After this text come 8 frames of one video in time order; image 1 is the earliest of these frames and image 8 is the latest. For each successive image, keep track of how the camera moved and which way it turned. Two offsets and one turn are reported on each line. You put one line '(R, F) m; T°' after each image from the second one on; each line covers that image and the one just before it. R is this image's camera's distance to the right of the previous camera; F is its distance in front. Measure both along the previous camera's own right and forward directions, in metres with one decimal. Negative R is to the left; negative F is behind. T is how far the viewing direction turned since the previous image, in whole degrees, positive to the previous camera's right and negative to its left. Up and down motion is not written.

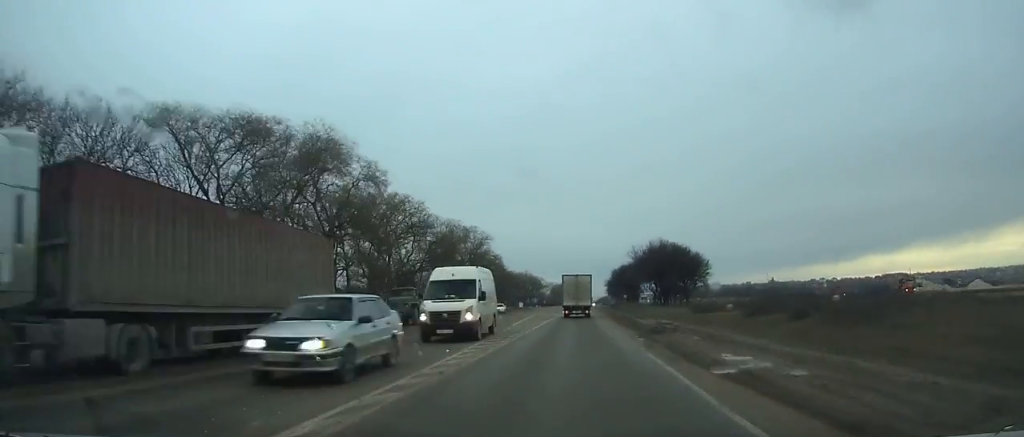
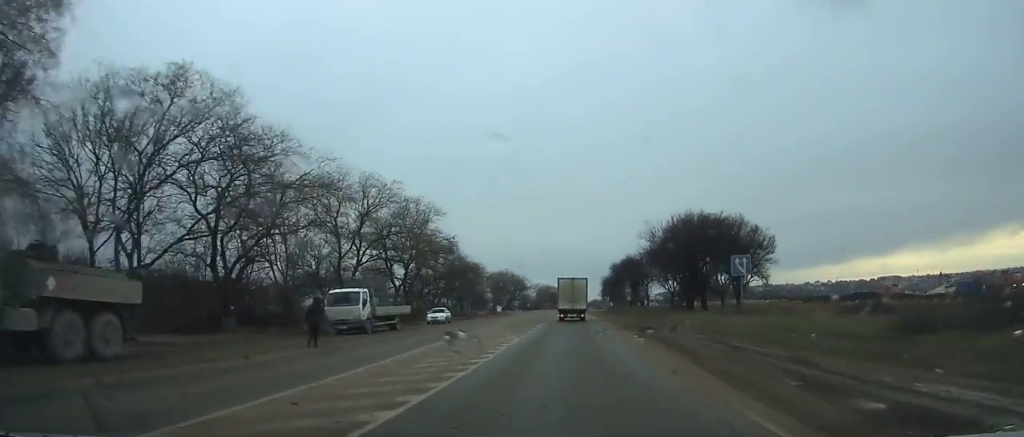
(+0.2, +33.1) m; 0°
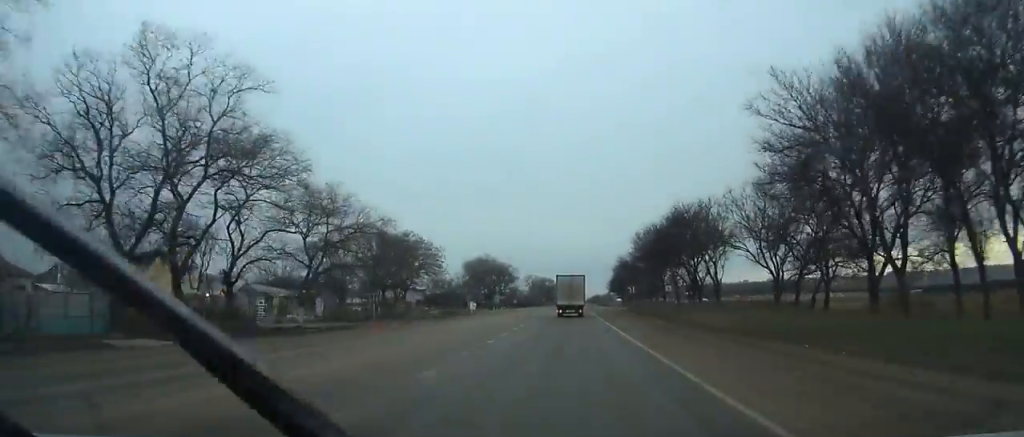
(+0.3, +45.5) m; 0°
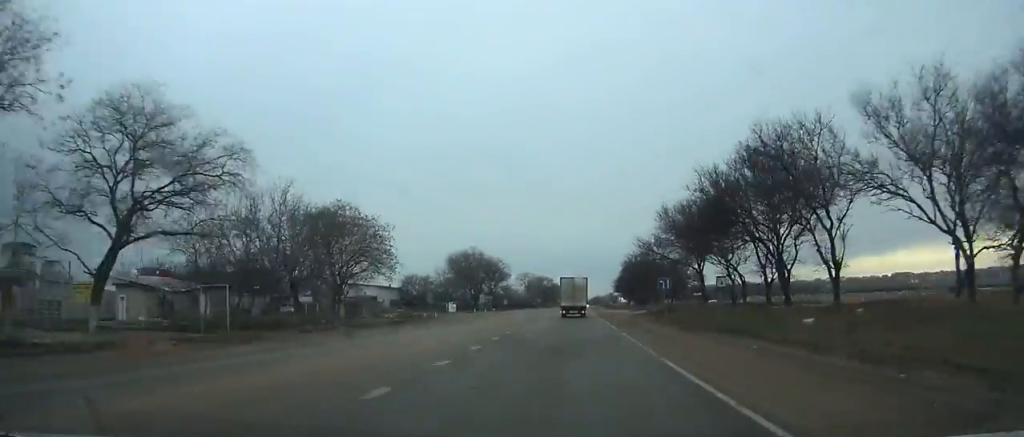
(-0.1, +22.3) m; 0°
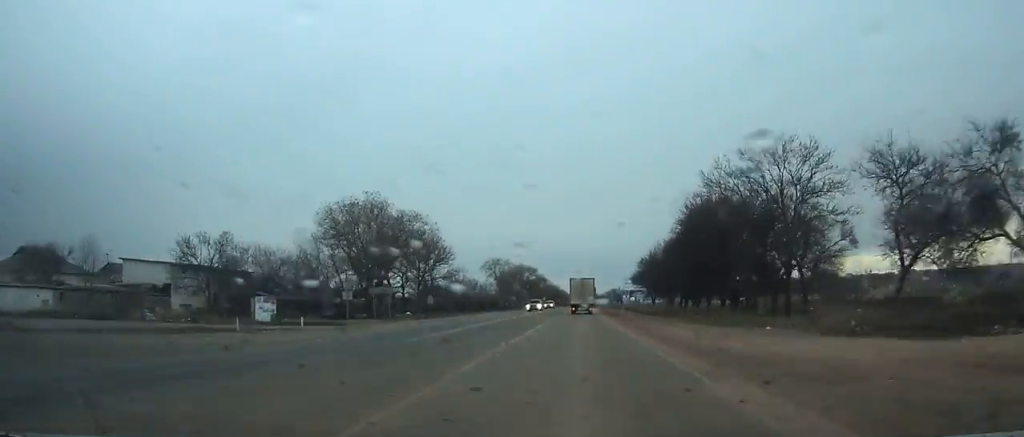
(+0.2, +66.3) m; +1°
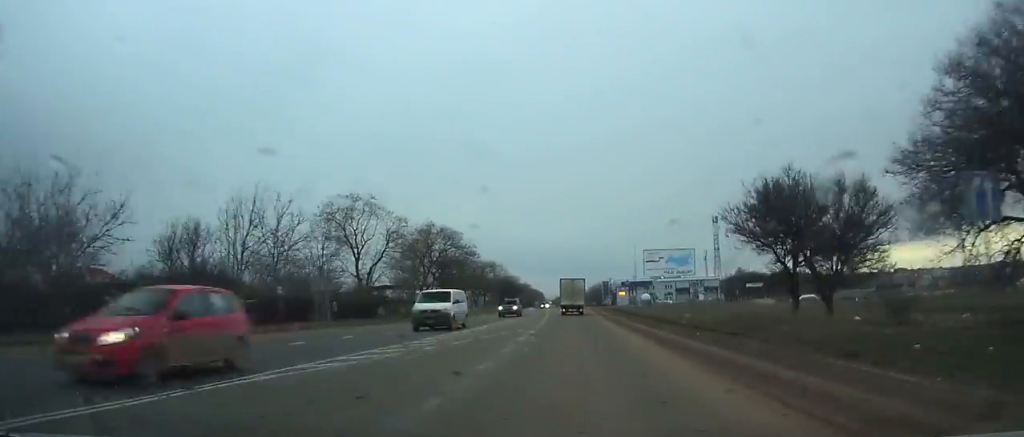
(+1.3, +84.4) m; +1°
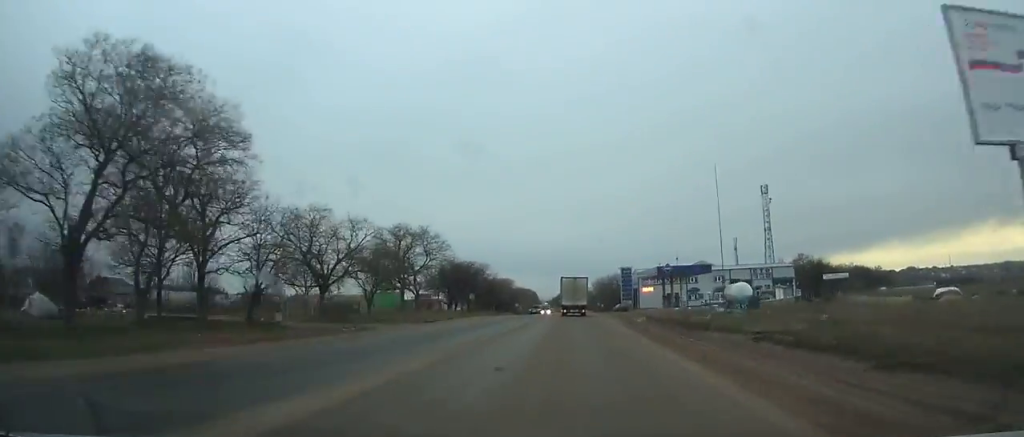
(+0.3, +59.6) m; 0°
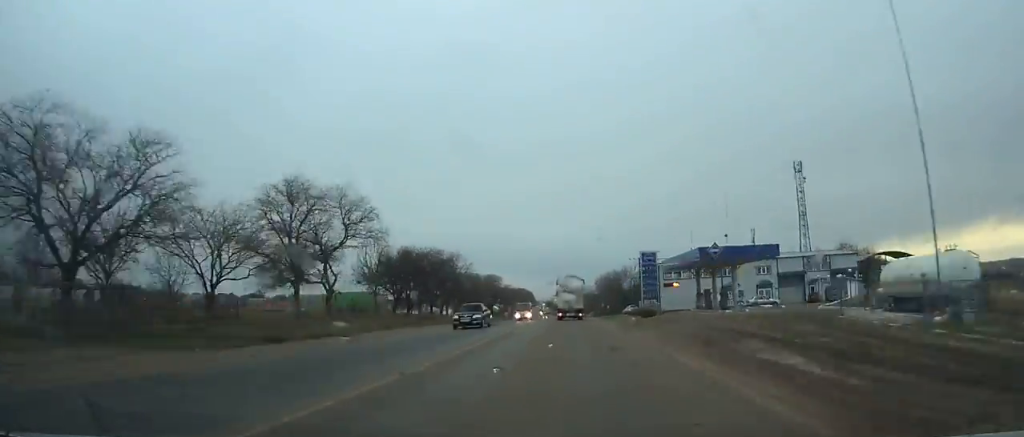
(+0.1, +25.2) m; 0°
